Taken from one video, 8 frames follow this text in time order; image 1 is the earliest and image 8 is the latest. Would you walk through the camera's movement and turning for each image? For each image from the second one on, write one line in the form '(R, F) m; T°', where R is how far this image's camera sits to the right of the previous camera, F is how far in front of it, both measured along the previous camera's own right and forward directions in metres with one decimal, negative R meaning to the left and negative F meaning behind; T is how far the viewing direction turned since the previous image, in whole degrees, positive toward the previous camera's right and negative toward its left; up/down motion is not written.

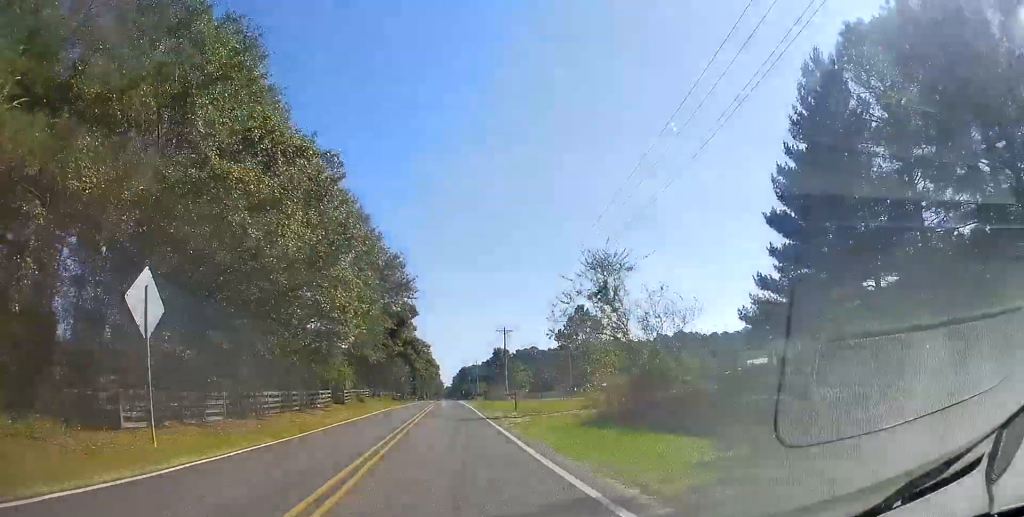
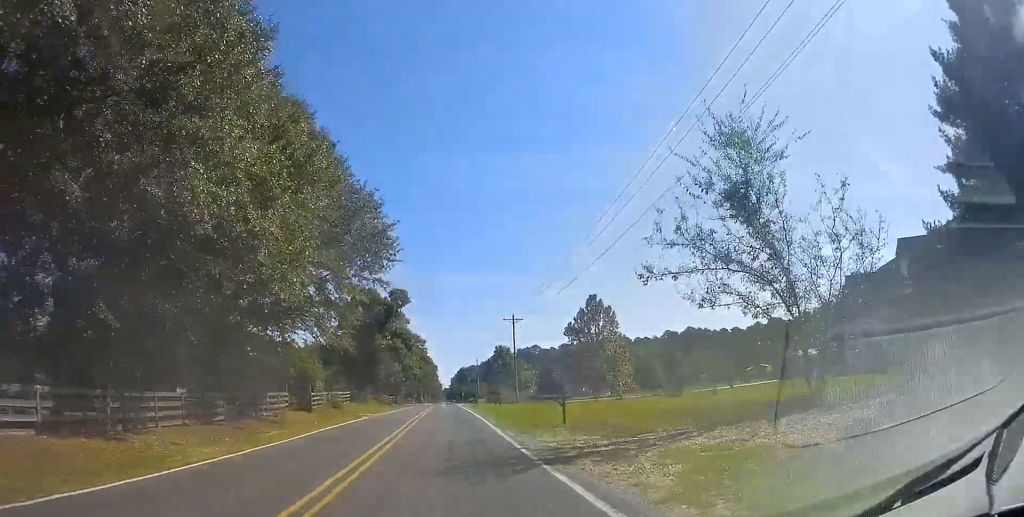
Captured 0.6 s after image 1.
(-0.3, +14.4) m; -1°
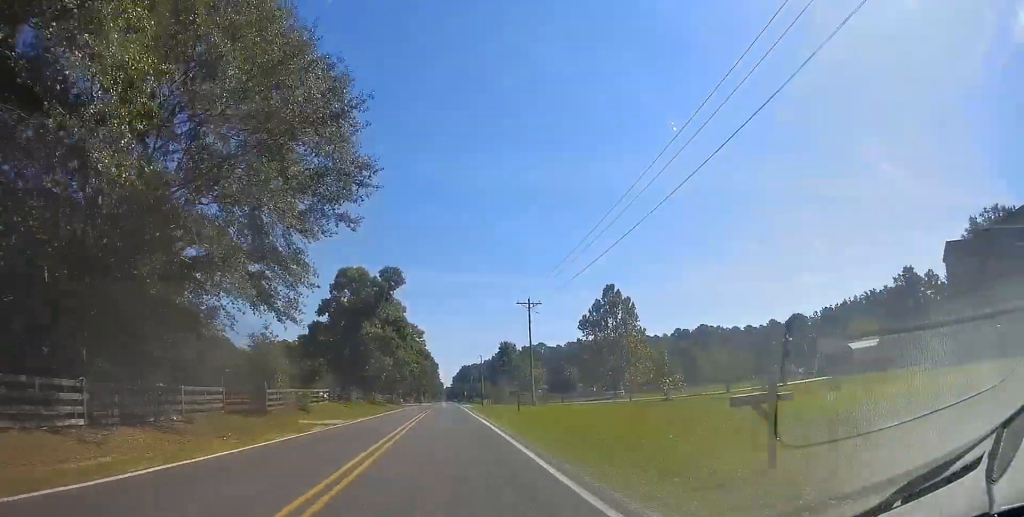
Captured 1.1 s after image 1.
(-0.1, +12.4) m; 0°
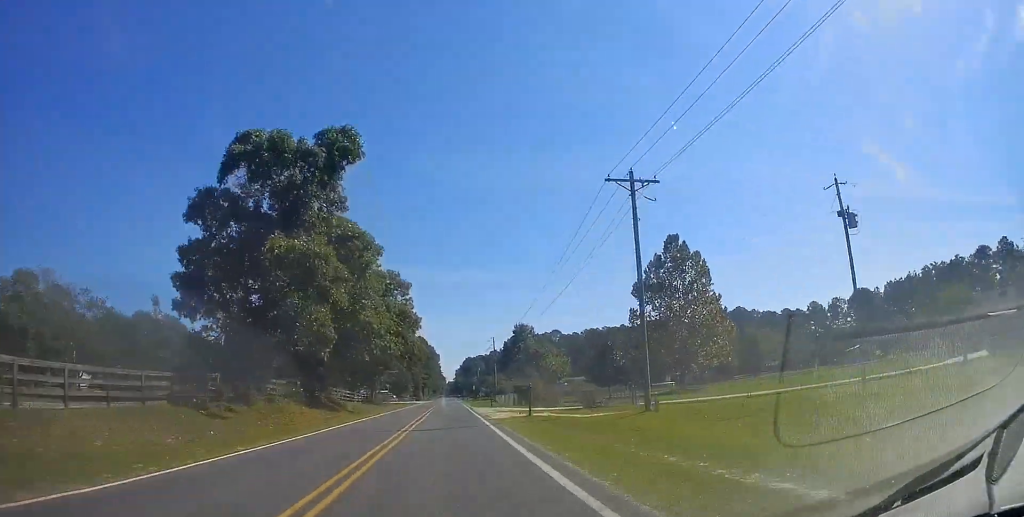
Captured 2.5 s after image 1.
(+0.4, +33.3) m; +1°
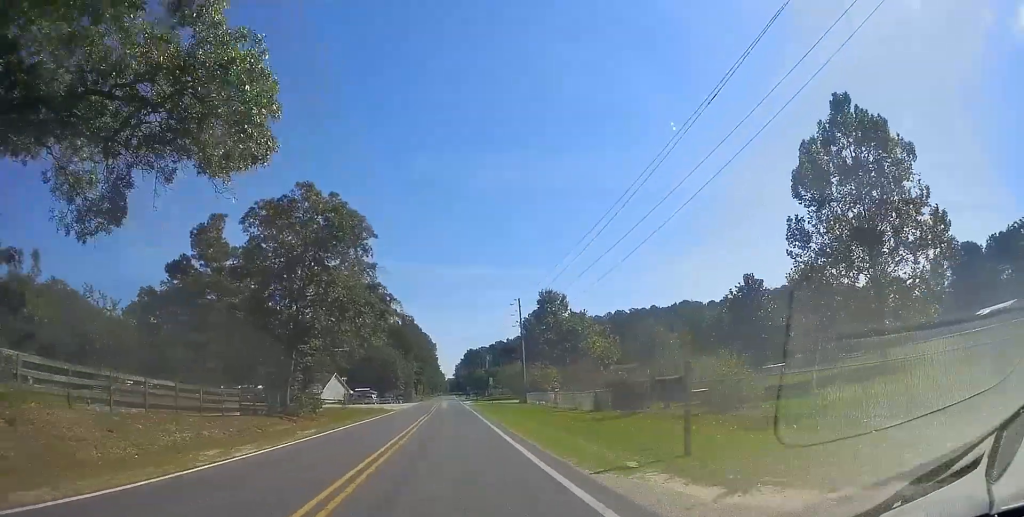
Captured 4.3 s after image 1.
(-0.8, +42.3) m; 0°
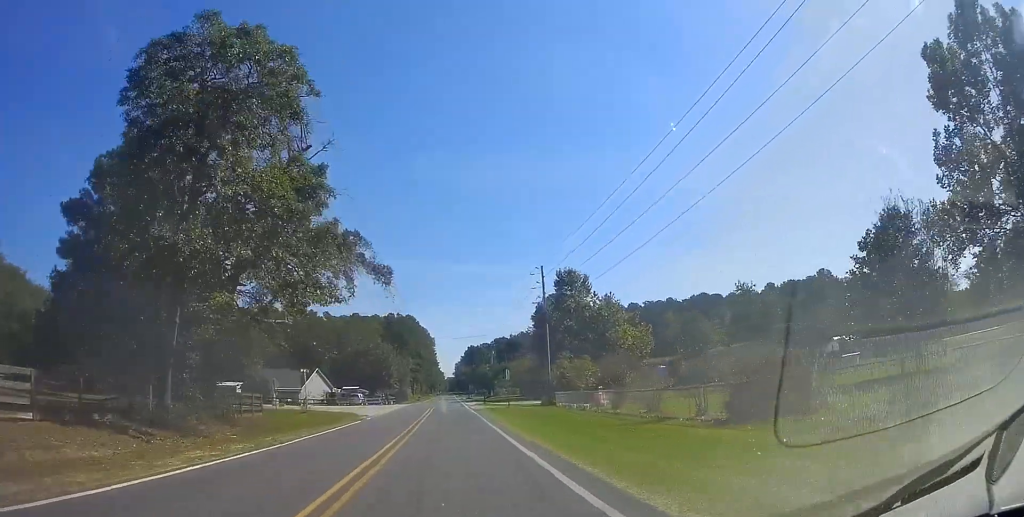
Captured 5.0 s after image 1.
(+0.7, +16.6) m; +1°
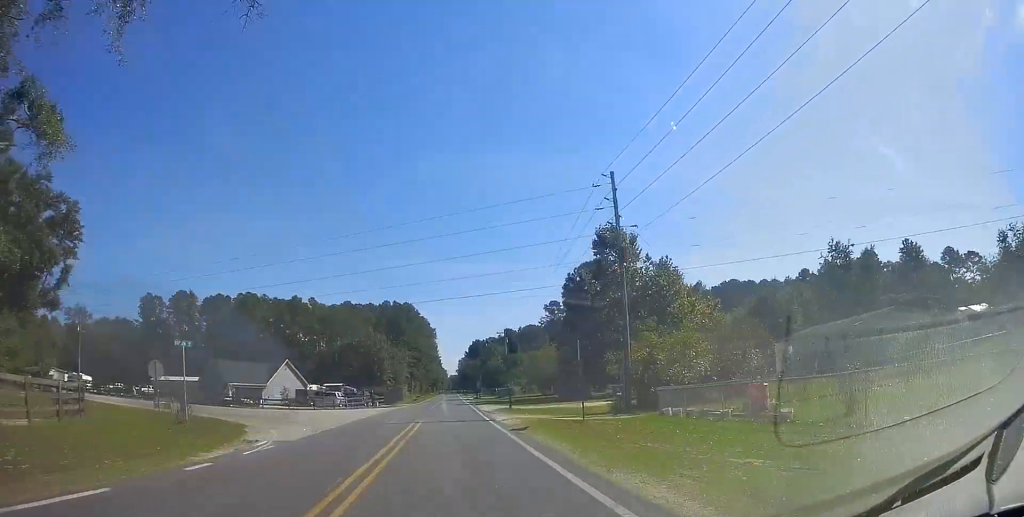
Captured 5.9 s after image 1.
(-0.4, +21.4) m; -1°
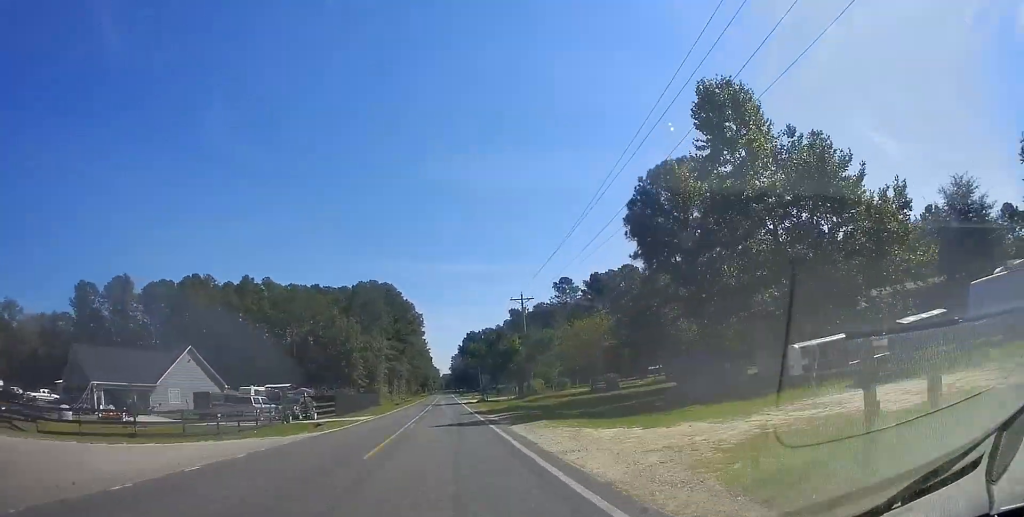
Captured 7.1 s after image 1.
(-0.1, +30.6) m; 0°
